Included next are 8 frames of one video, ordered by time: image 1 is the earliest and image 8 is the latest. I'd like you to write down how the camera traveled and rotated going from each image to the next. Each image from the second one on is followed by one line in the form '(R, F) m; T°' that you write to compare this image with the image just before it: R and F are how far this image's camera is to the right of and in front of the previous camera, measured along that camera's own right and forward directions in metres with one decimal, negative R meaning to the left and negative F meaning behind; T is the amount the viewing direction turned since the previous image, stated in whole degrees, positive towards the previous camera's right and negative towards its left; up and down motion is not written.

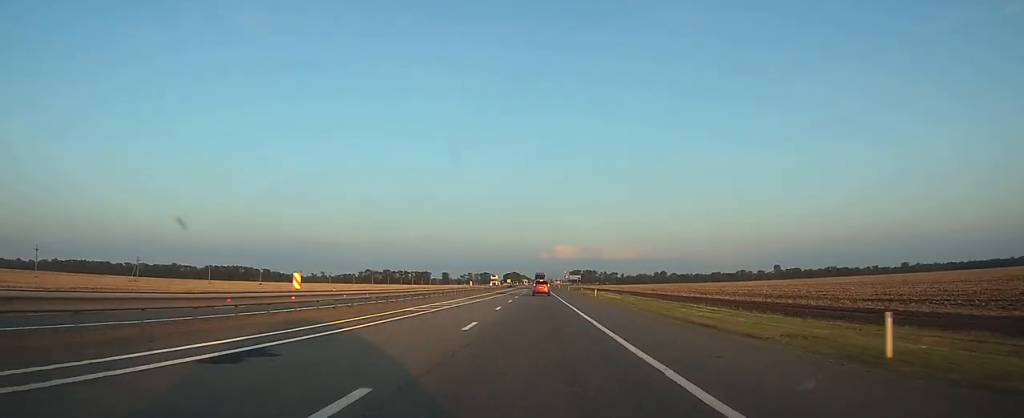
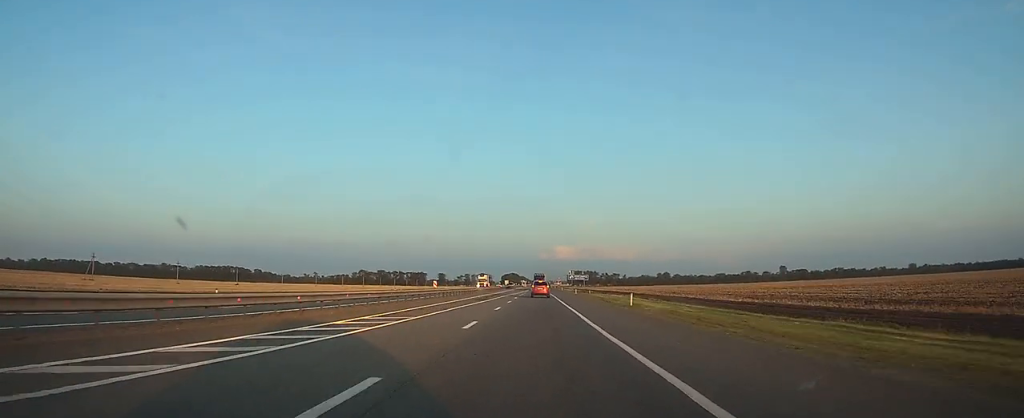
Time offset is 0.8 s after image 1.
(0.0, +23.5) m; 0°
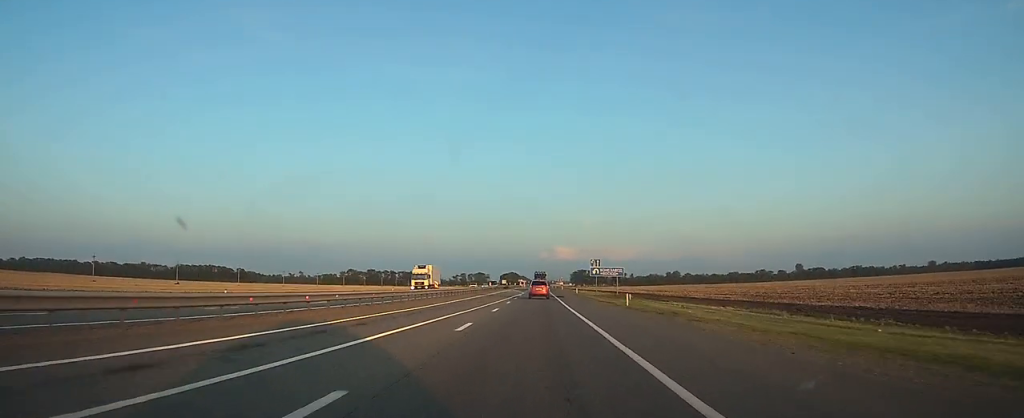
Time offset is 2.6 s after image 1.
(0.0, +49.7) m; 0°
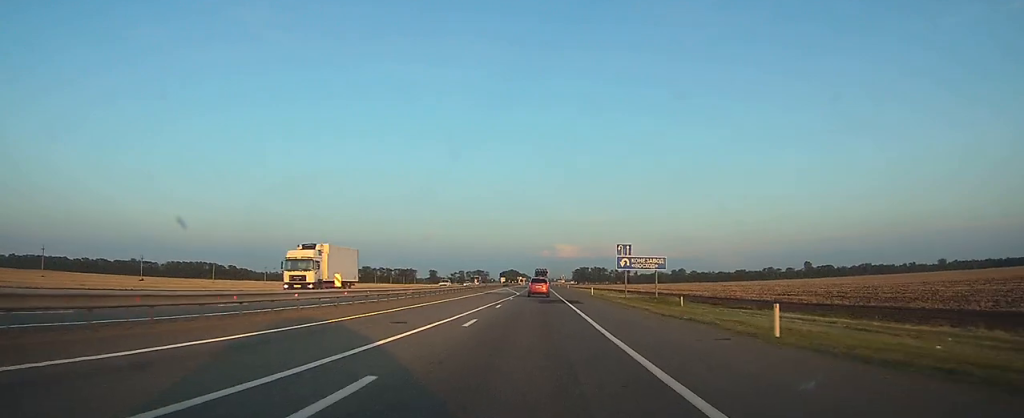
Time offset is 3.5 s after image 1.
(+0.1, +23.3) m; 0°
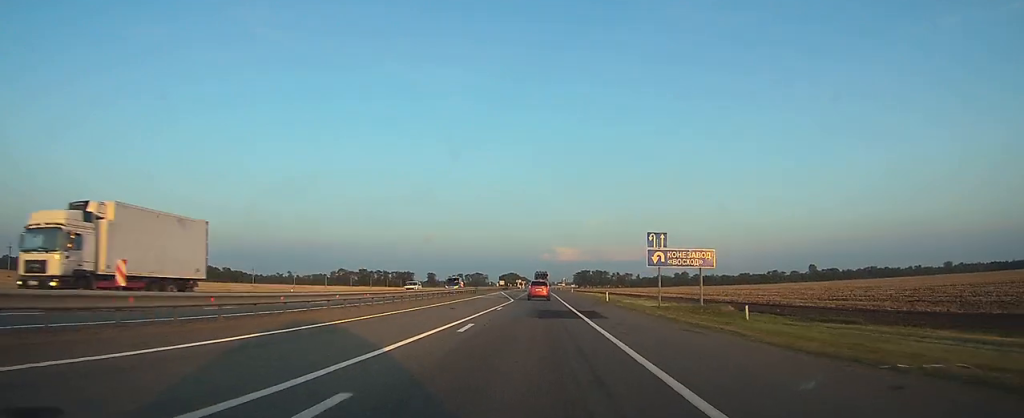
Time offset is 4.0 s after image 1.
(0.0, +13.3) m; 0°
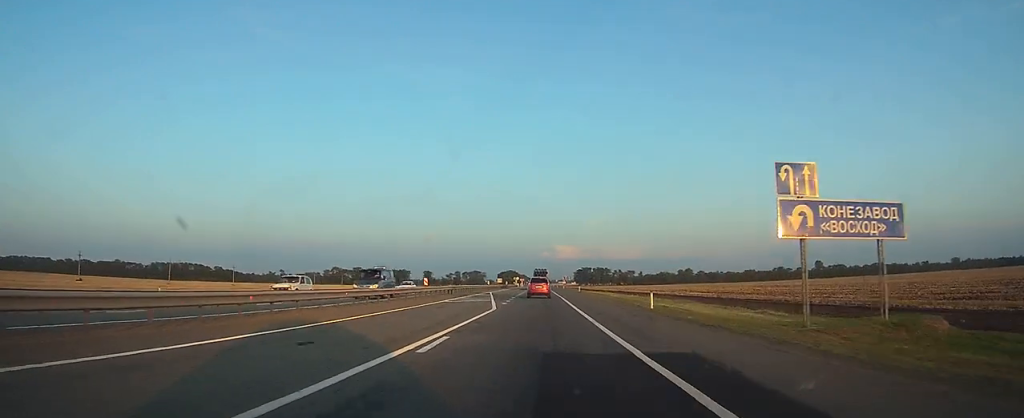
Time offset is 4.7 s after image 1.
(-0.1, +19.3) m; 0°
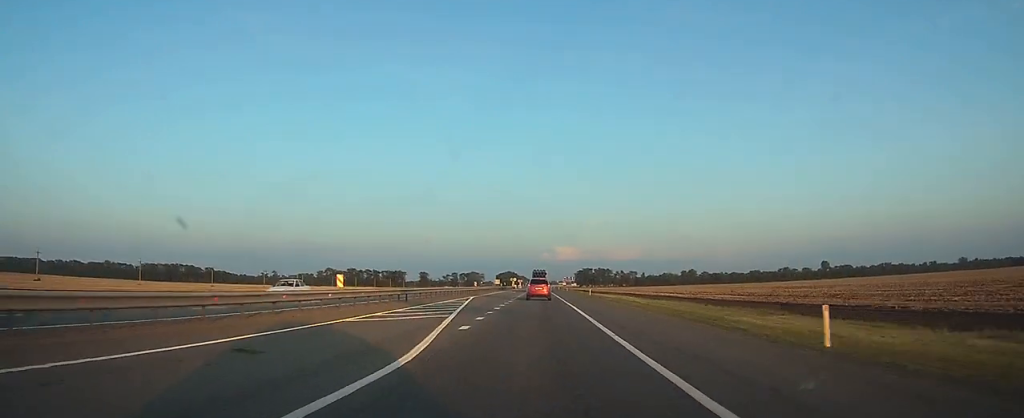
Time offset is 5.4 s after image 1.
(+0.1, +18.0) m; 0°
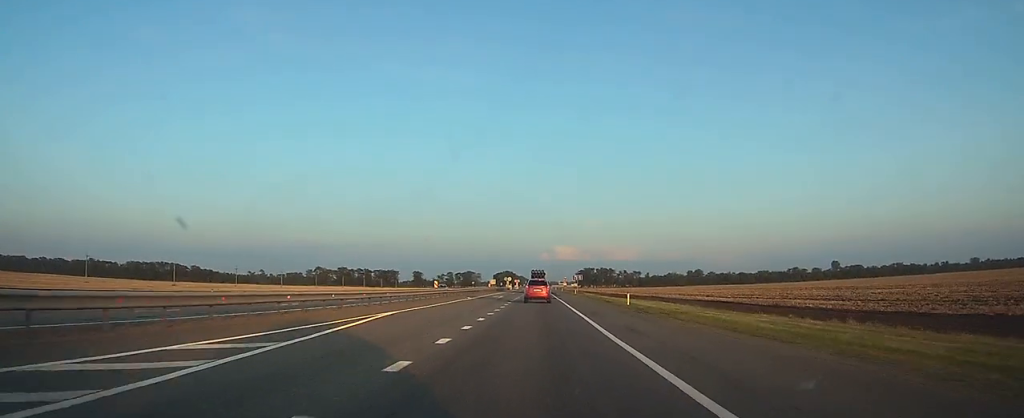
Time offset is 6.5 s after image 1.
(-0.1, +27.9) m; 0°
